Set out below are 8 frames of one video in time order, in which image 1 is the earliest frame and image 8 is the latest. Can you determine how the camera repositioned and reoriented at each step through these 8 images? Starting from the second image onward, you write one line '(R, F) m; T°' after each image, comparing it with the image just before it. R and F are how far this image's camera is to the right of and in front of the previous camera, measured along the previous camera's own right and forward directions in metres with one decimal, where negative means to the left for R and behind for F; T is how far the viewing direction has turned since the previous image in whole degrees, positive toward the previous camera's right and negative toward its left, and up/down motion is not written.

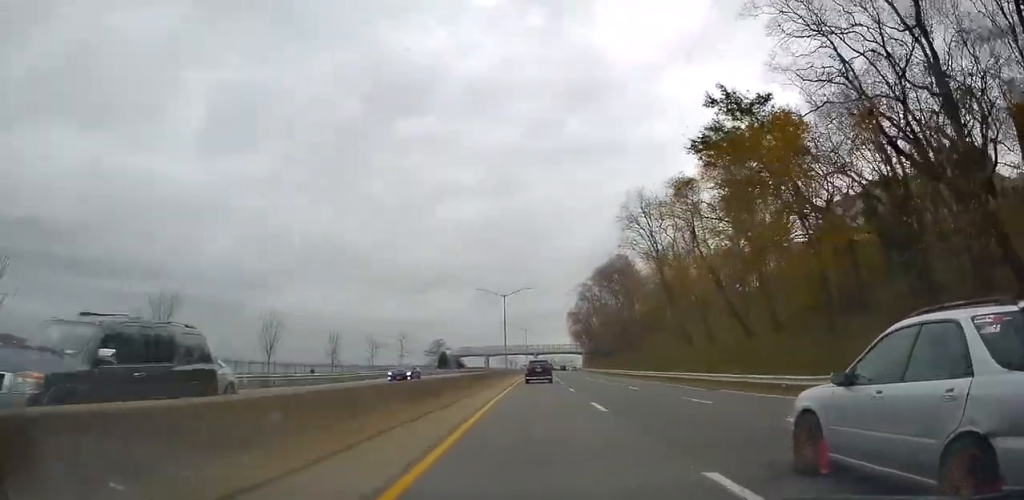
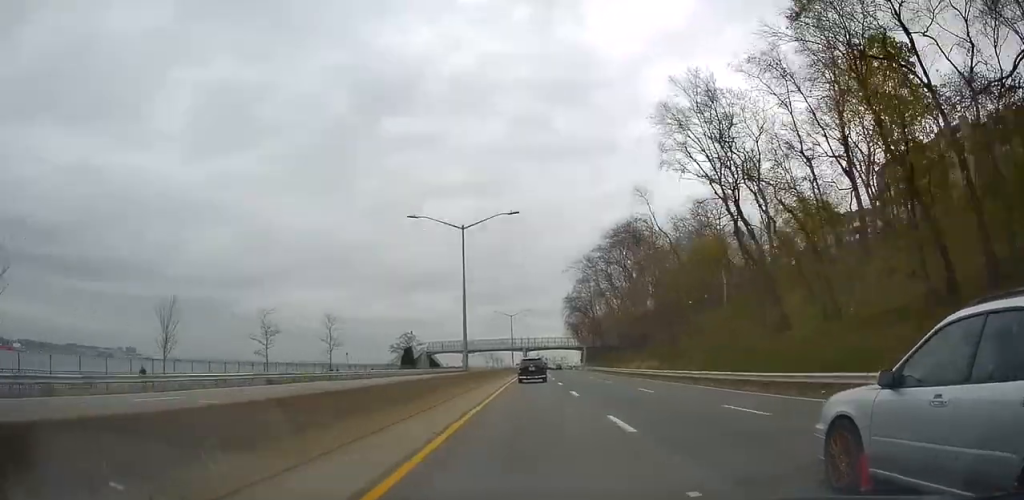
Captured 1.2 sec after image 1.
(0.0, +29.9) m; 0°
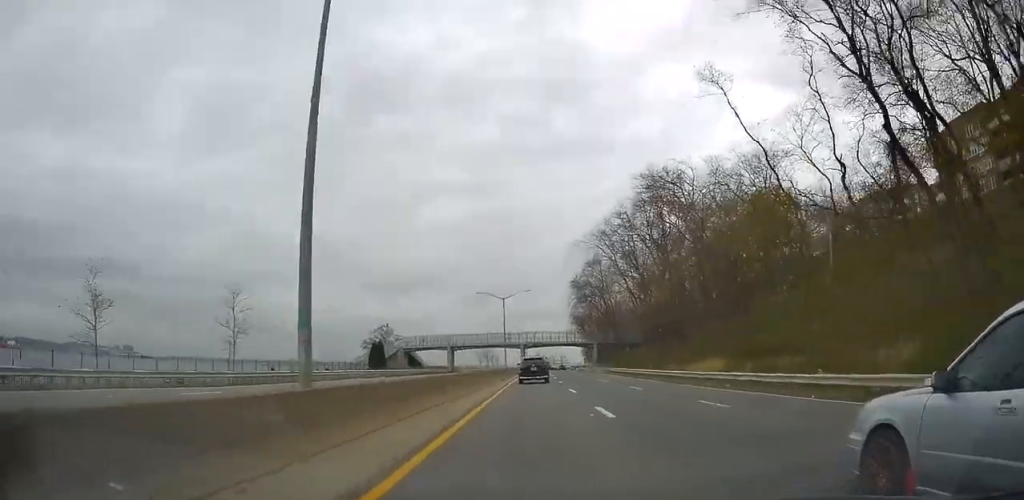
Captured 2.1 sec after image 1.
(0.0, +21.9) m; +1°
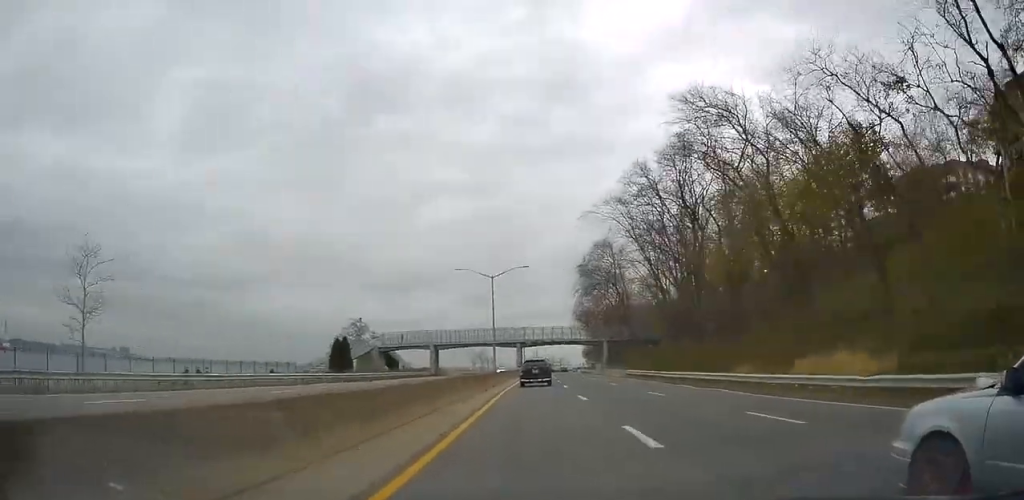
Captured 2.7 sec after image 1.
(+0.5, +16.8) m; +1°
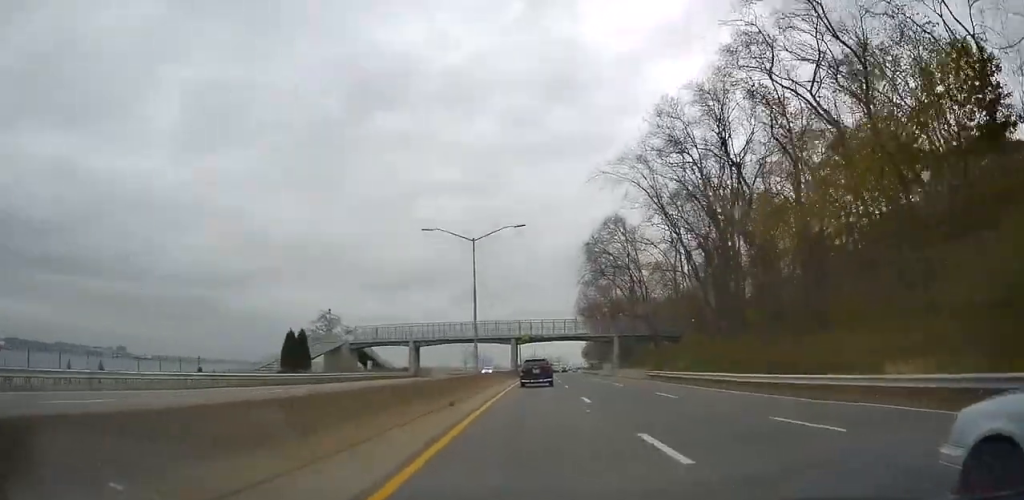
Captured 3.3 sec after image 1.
(-0.2, +13.9) m; 0°
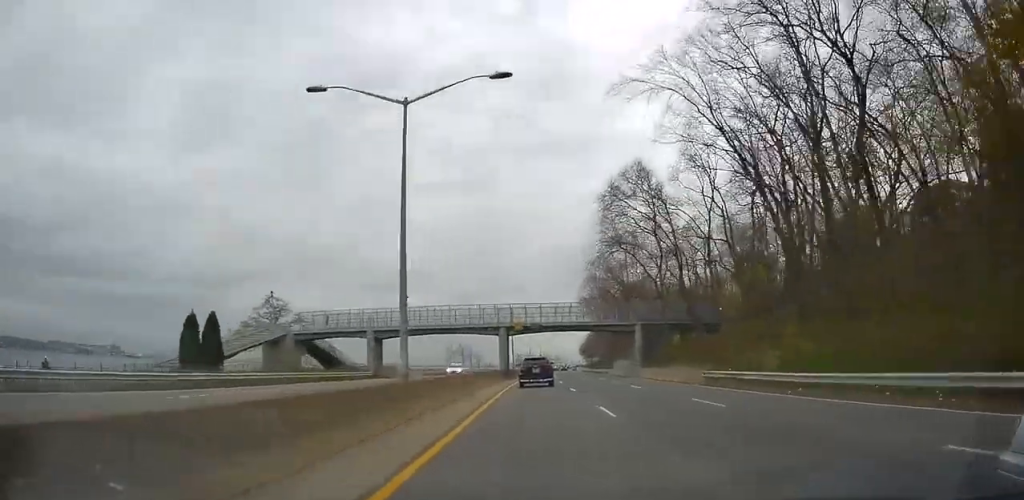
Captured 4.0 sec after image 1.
(-0.1, +18.1) m; 0°
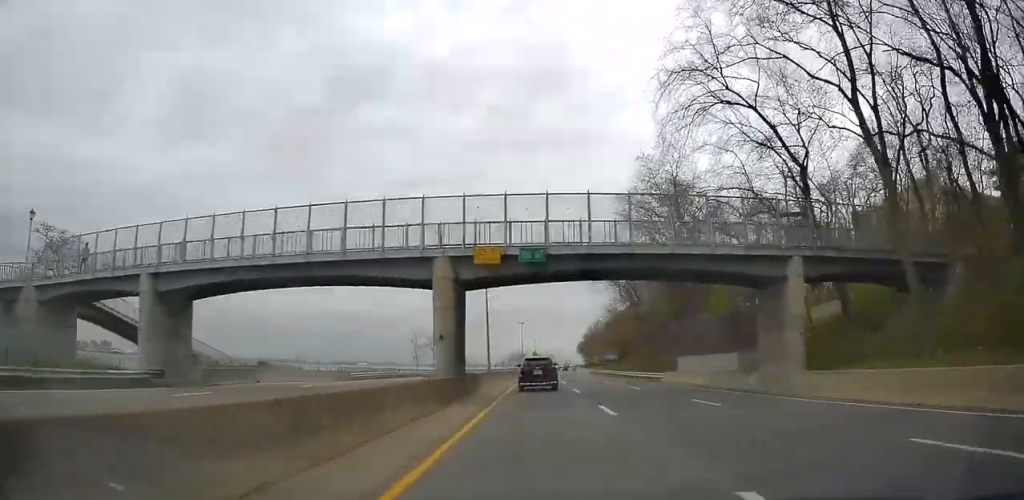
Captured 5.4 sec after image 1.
(0.0, +36.6) m; 0°
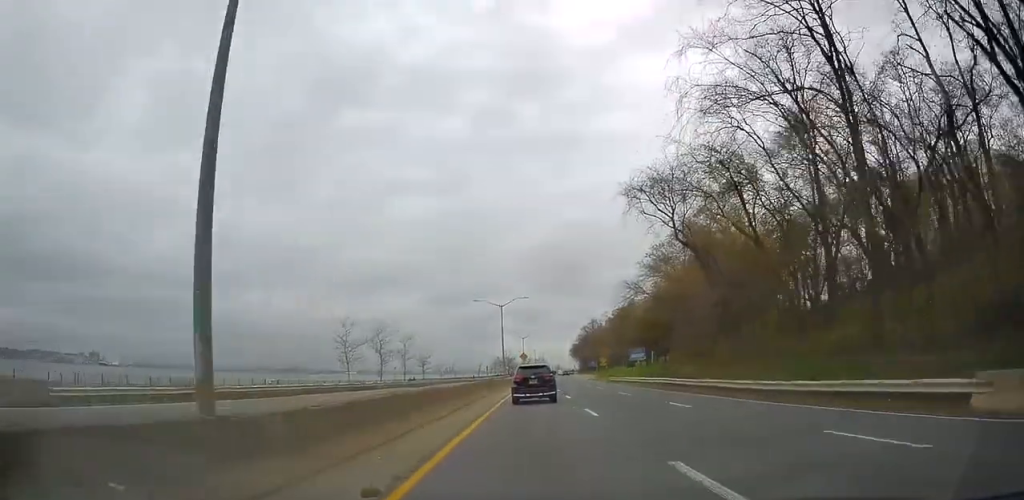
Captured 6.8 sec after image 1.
(+0.3, +35.4) m; +1°
